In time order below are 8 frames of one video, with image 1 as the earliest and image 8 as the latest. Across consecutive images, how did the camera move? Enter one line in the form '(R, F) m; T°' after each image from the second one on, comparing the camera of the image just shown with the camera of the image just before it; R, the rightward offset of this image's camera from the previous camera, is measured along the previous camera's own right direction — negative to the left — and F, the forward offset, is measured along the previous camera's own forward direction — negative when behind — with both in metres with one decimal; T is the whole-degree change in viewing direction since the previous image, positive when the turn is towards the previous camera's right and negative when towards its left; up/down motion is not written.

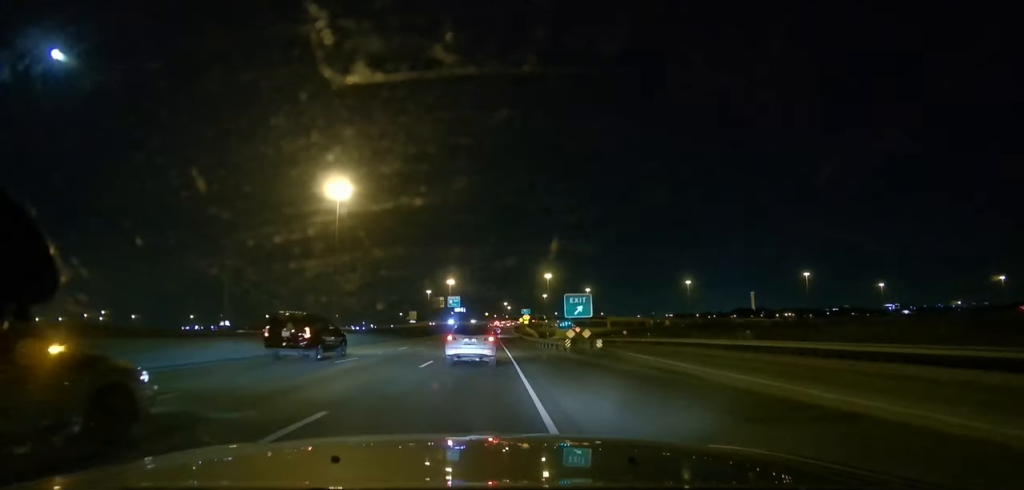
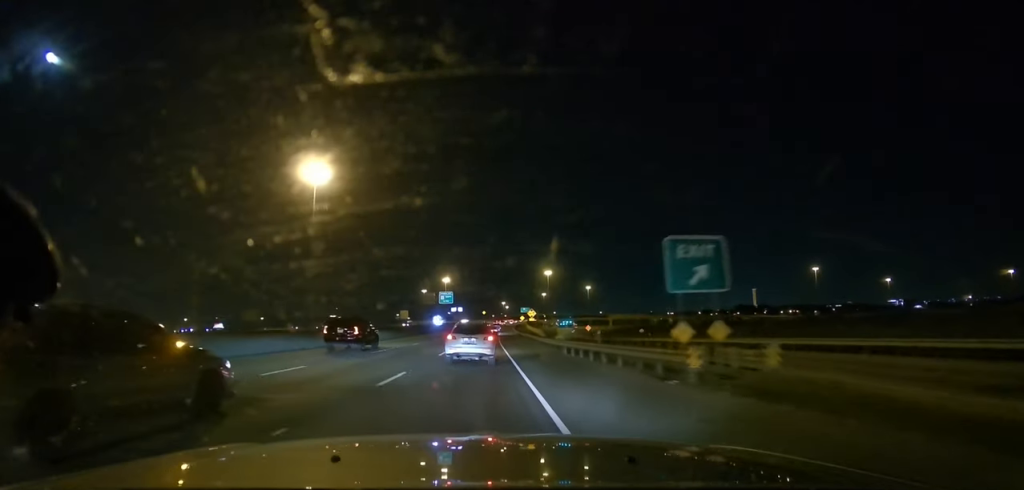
(0.0, +15.3) m; 0°
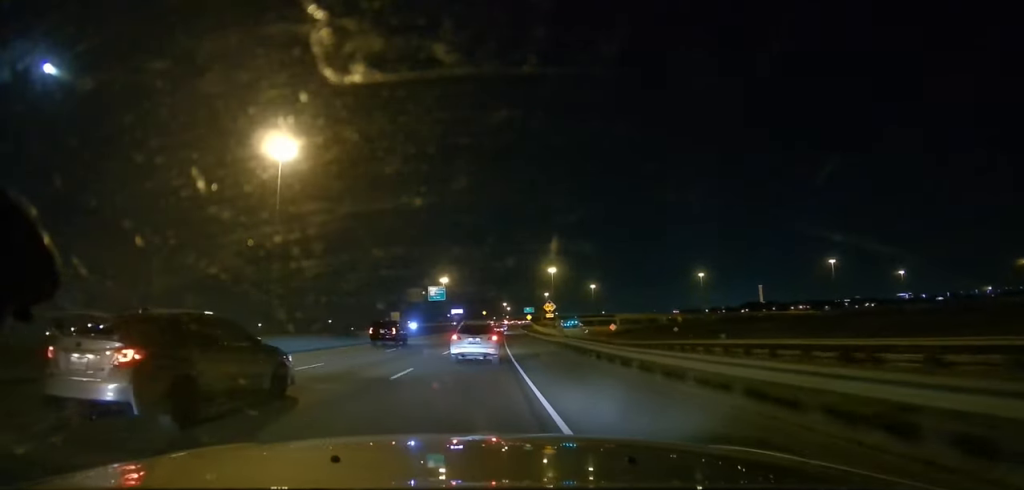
(0.0, +22.3) m; 0°
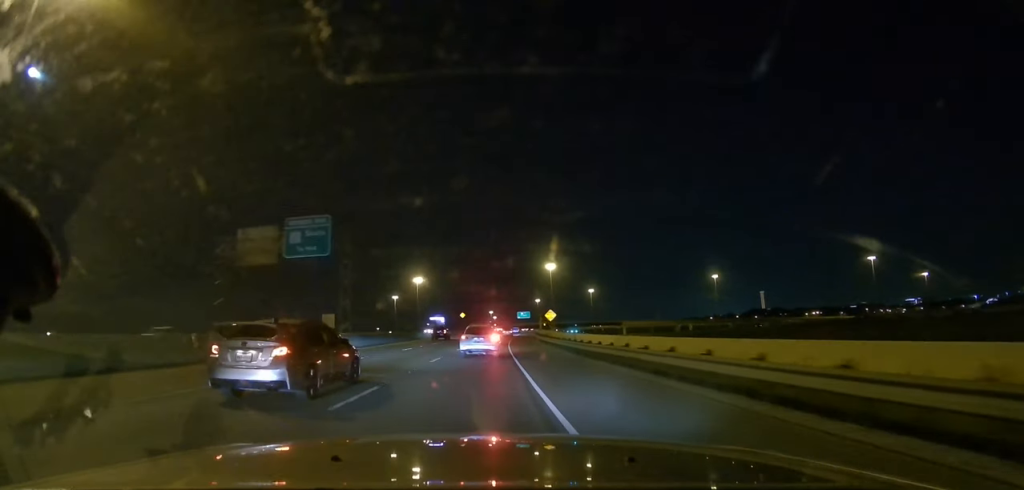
(+1.1, +76.2) m; +2°
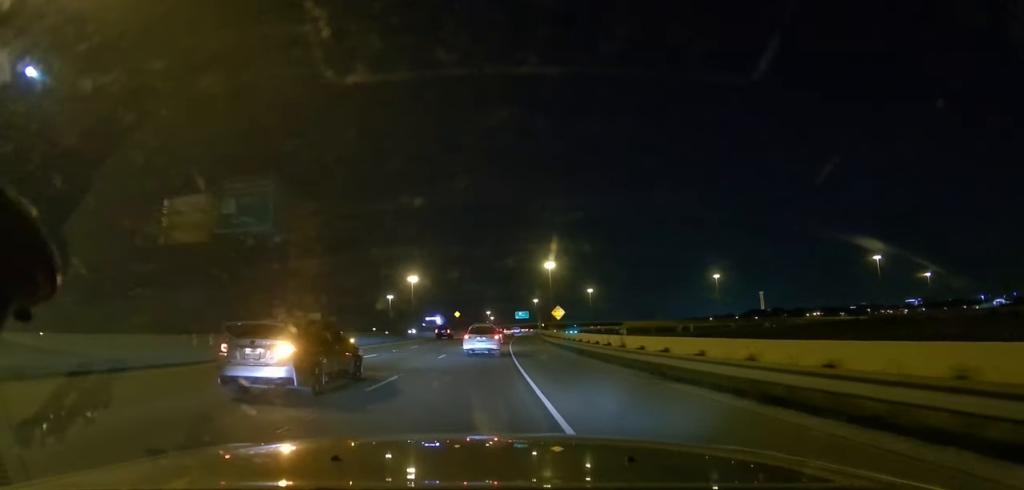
(0.0, +10.4) m; 0°
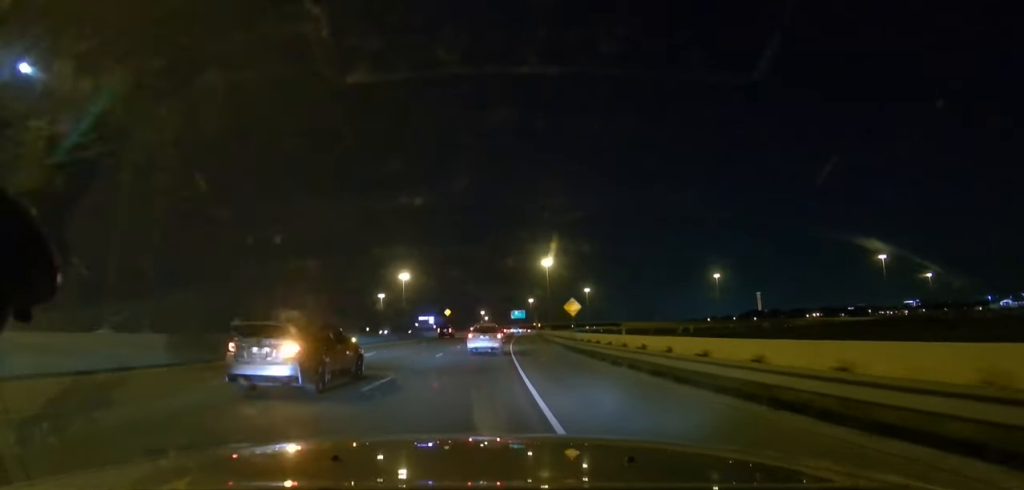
(+0.1, +11.7) m; +1°
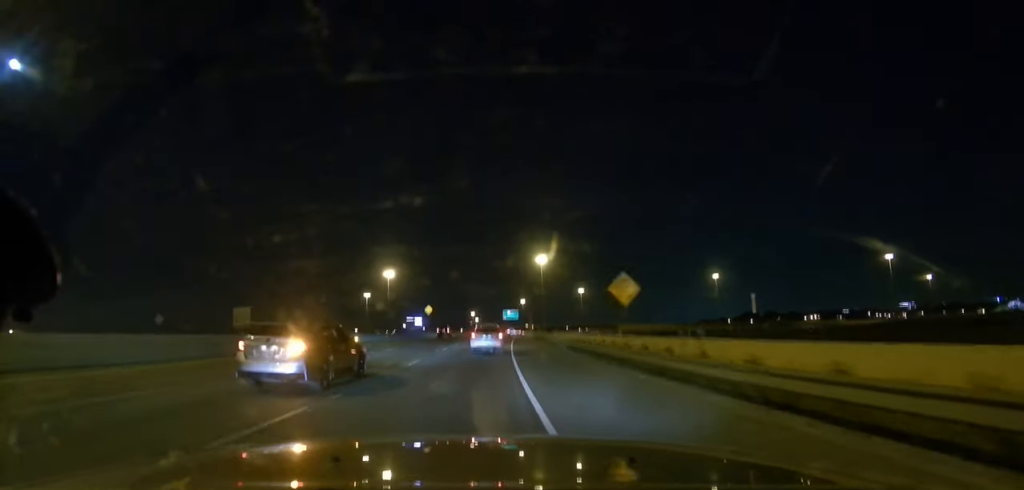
(+0.2, +18.1) m; +1°
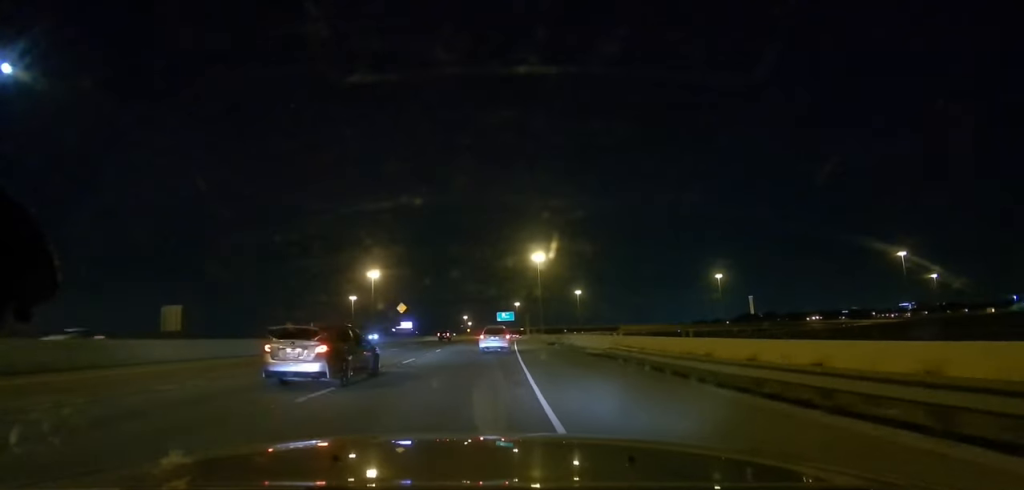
(+0.2, +18.4) m; +1°
